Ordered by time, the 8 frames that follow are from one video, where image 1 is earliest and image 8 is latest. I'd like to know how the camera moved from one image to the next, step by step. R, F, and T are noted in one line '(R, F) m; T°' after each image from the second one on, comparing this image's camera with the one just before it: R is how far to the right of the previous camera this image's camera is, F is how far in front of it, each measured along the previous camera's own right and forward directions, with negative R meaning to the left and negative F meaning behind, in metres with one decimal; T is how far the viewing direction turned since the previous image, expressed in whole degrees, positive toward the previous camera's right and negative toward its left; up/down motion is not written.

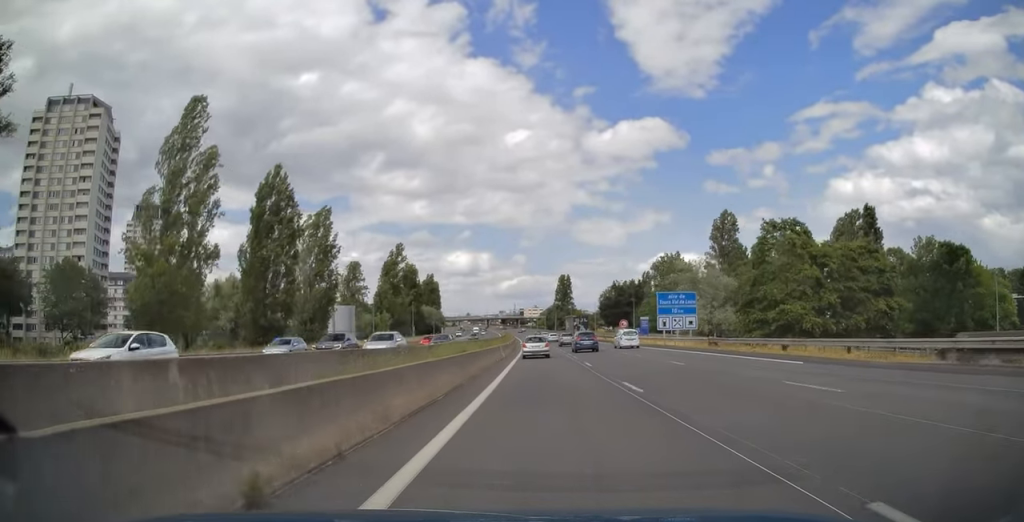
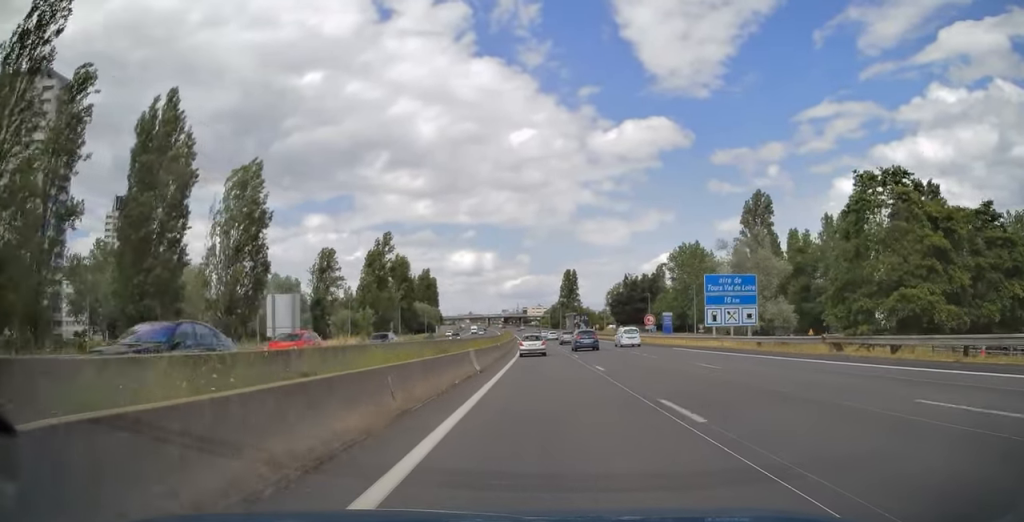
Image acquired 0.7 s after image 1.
(0.0, +18.5) m; 0°
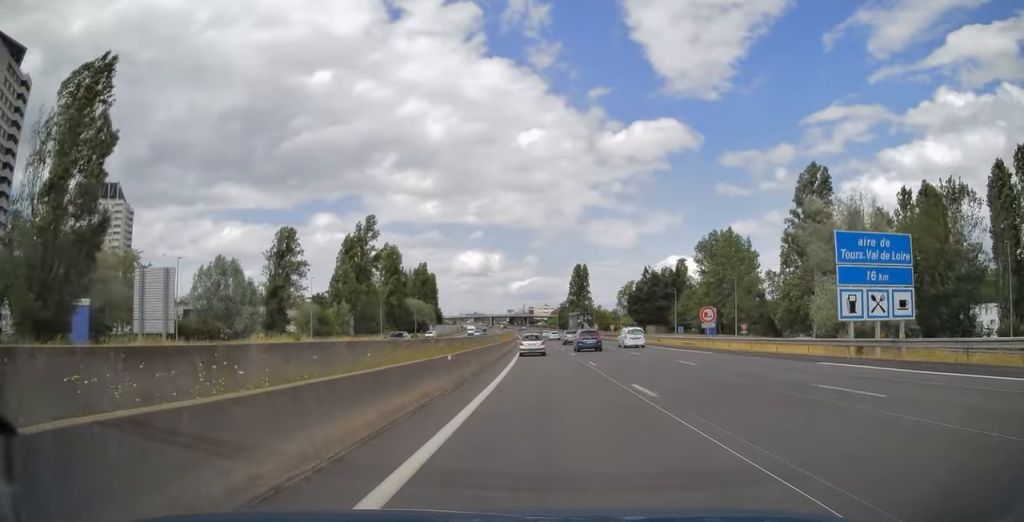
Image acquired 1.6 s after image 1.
(0.0, +21.8) m; 0°
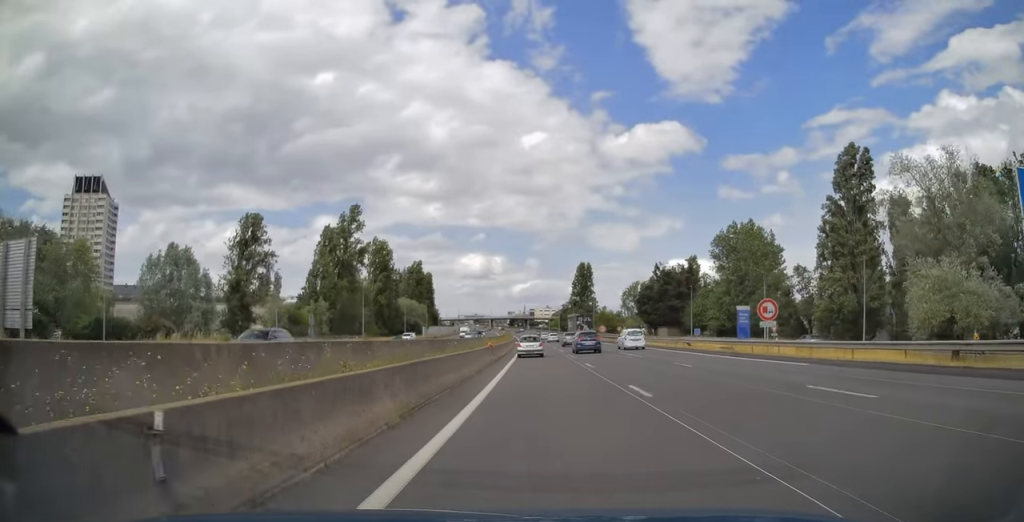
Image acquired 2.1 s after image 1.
(-0.1, +12.6) m; 0°
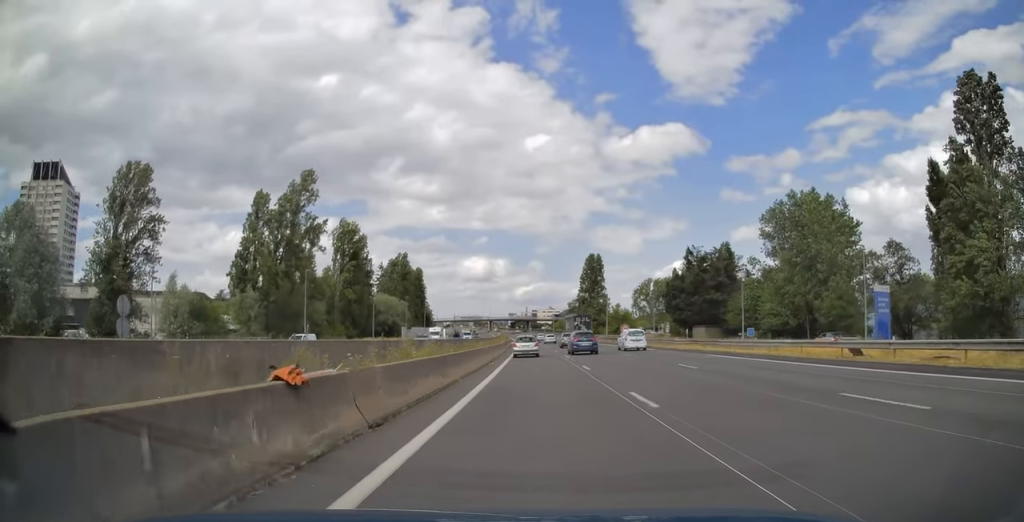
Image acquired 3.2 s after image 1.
(-0.2, +27.9) m; -1°
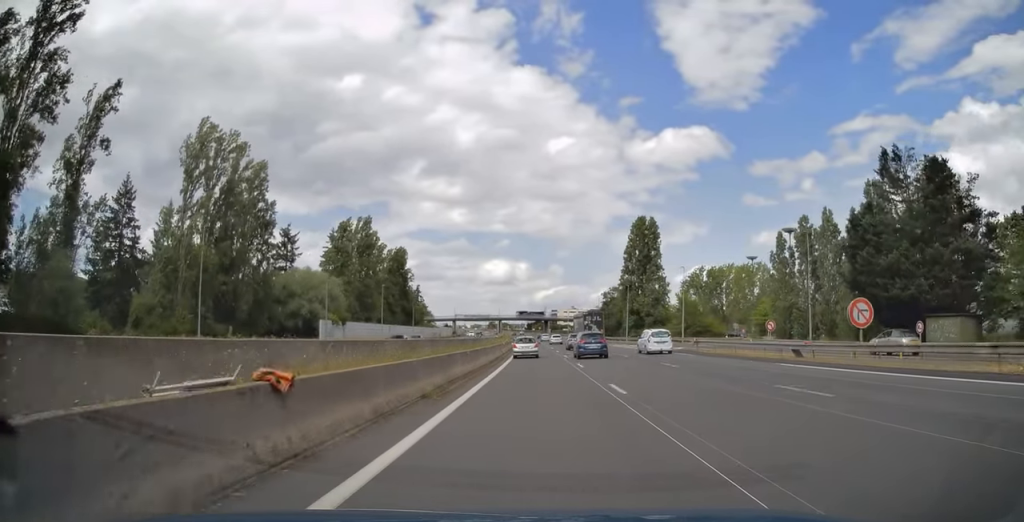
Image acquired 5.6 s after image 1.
(-0.9, +61.4) m; -2°
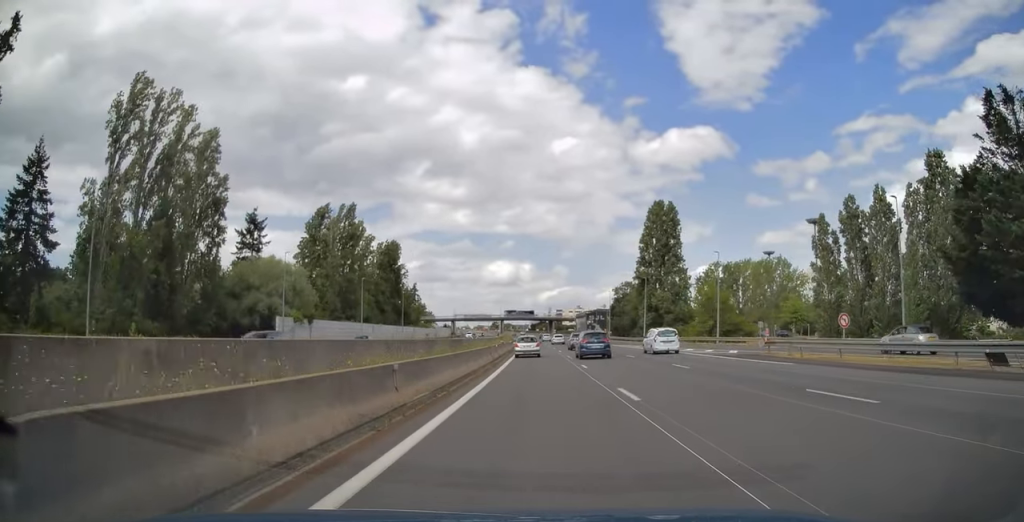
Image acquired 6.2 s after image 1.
(0.0, +14.5) m; 0°
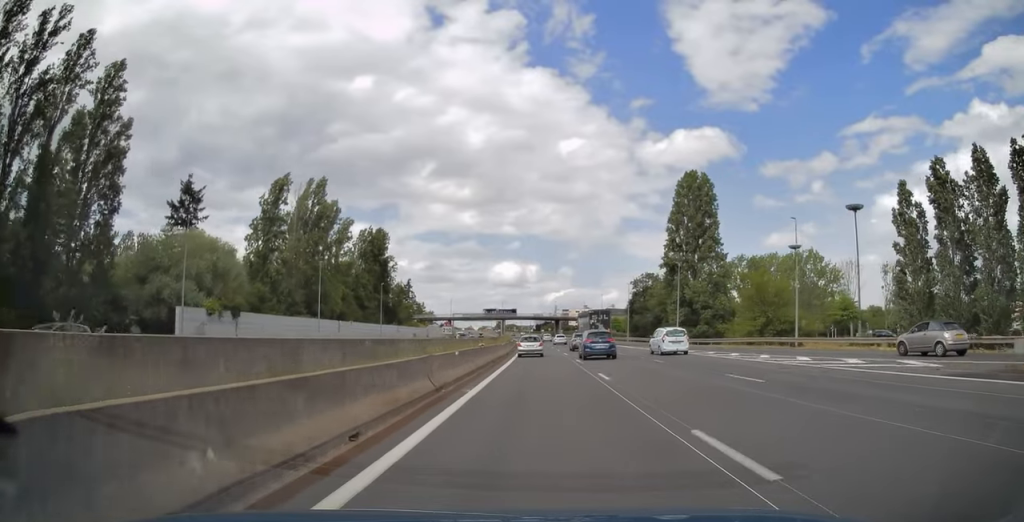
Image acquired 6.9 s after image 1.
(-0.1, +20.0) m; 0°
